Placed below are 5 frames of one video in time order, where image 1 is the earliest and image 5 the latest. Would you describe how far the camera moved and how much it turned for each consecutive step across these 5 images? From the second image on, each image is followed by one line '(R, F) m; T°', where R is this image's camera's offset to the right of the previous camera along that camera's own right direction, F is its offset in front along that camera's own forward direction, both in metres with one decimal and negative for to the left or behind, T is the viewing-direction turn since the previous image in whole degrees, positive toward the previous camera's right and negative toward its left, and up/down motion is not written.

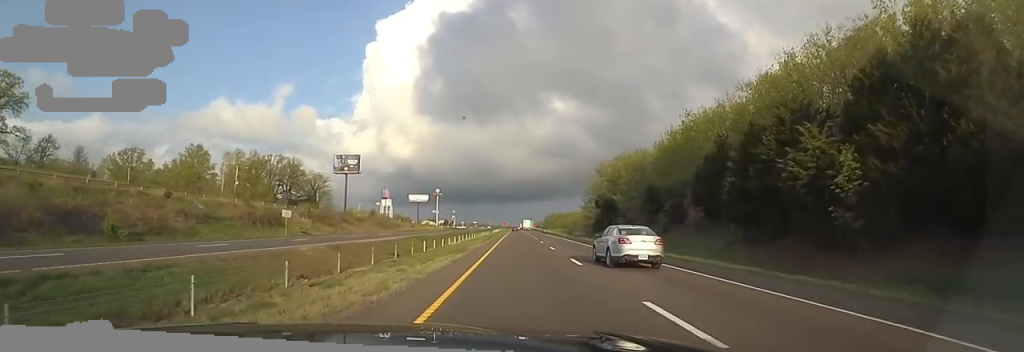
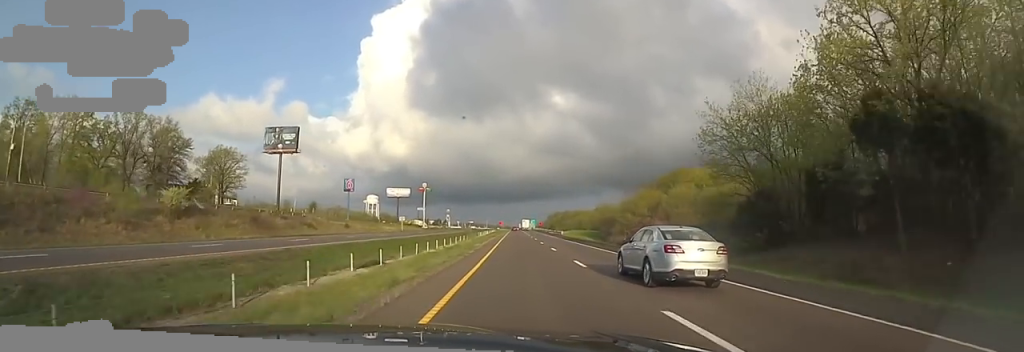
(0.0, +61.1) m; 0°
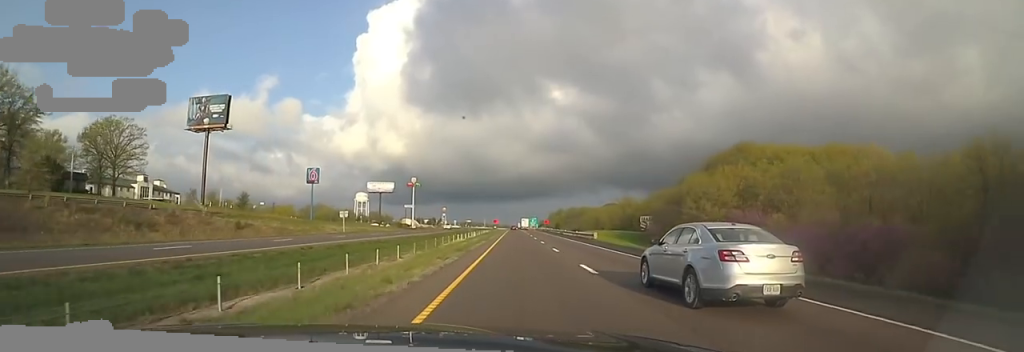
(+0.6, +39.4) m; +2°
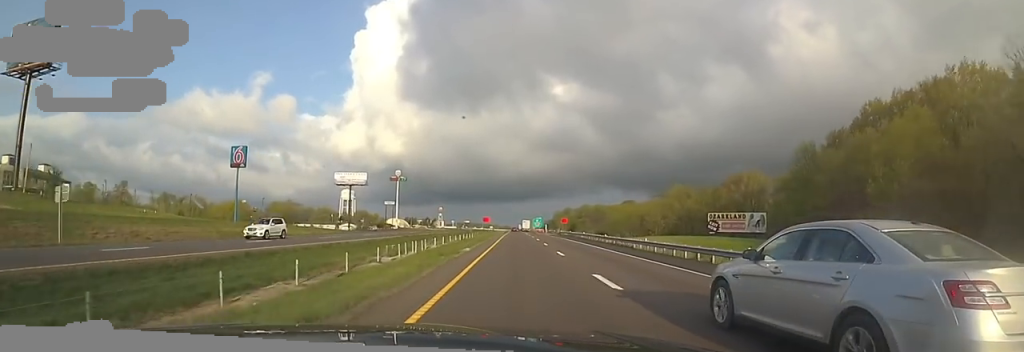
(0.0, +52.2) m; -2°
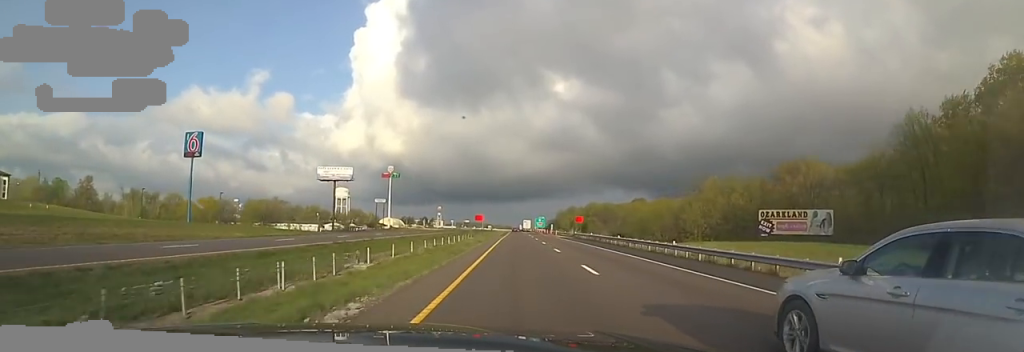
(-0.2, +20.8) m; -1°
